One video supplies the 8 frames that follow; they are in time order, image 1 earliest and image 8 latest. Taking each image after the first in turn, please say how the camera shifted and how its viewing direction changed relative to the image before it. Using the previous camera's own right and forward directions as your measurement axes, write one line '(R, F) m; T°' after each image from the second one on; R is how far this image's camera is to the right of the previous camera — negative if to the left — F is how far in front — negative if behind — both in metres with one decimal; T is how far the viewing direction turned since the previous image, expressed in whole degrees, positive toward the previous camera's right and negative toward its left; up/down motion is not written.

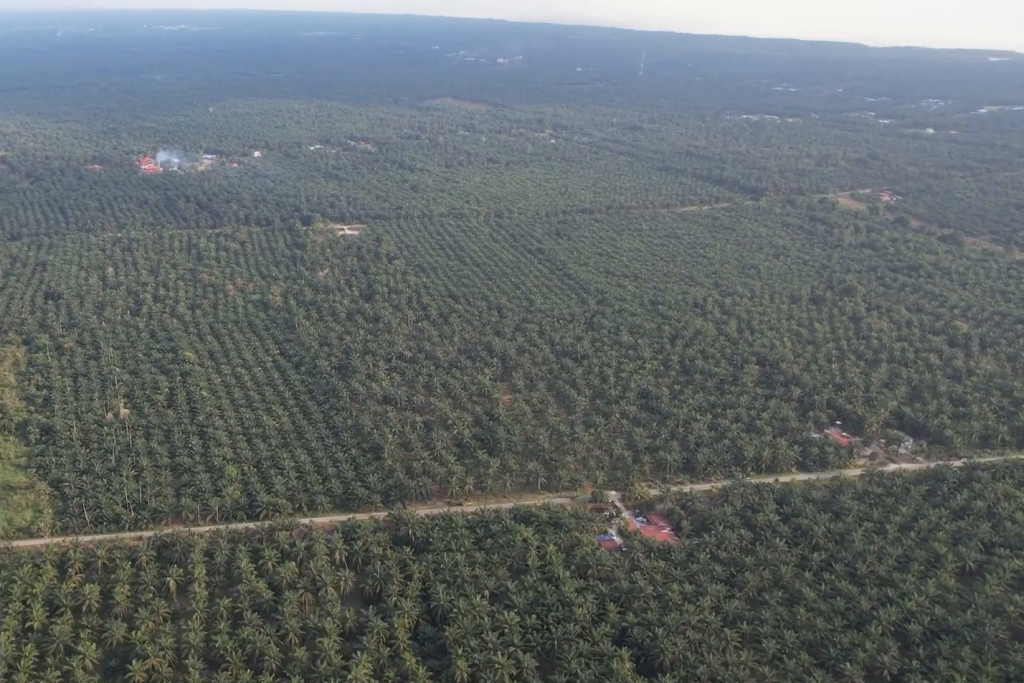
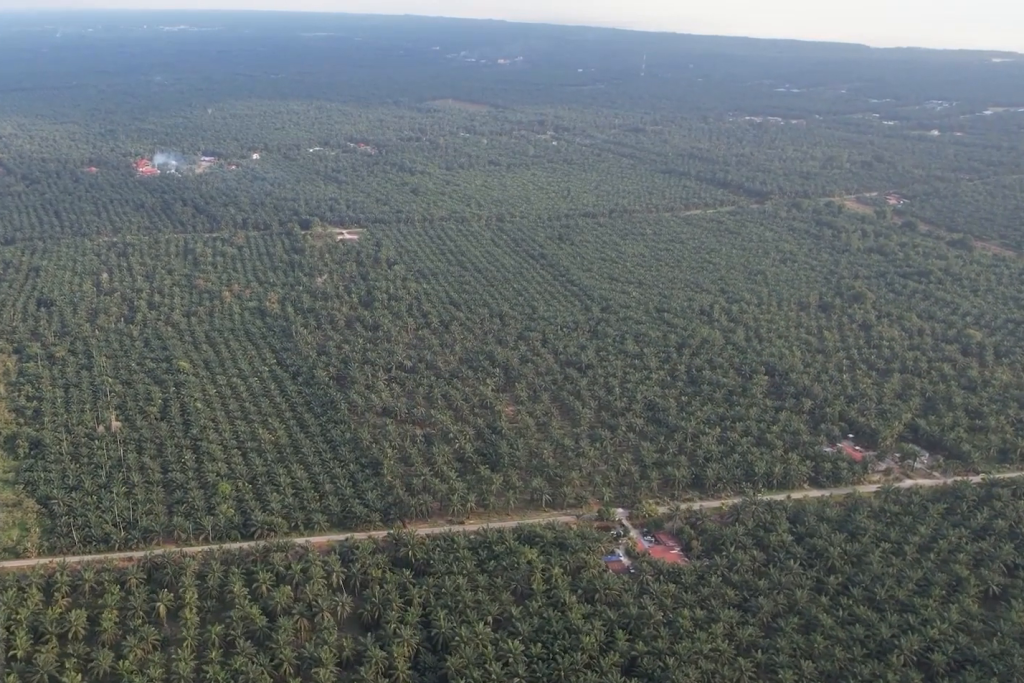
(0.0, +15.0) m; 0°
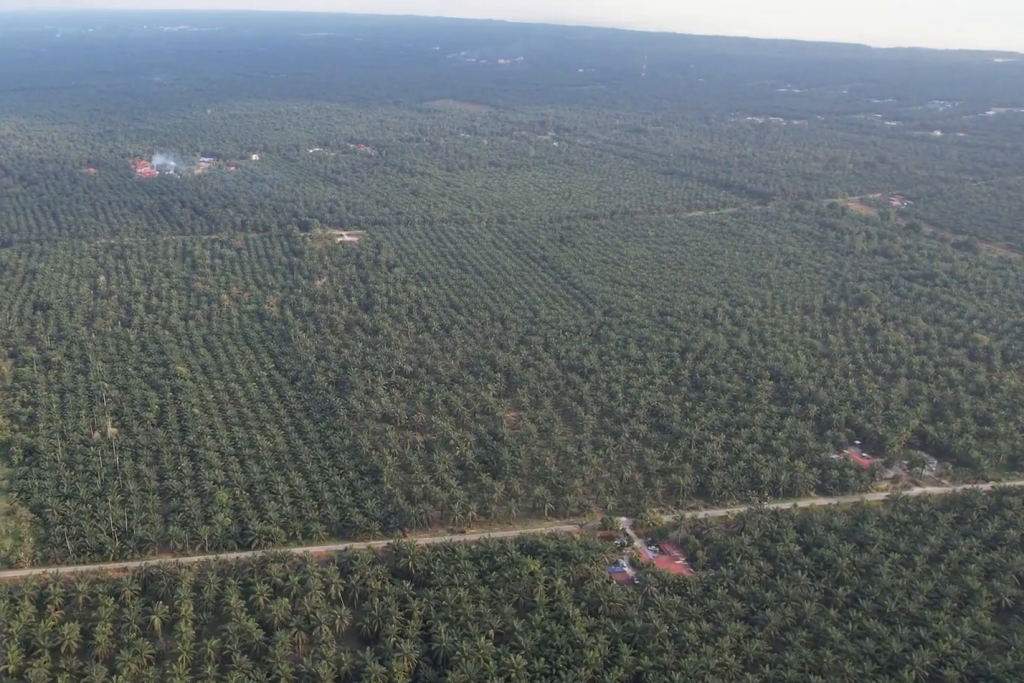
(0.0, +7.5) m; 0°
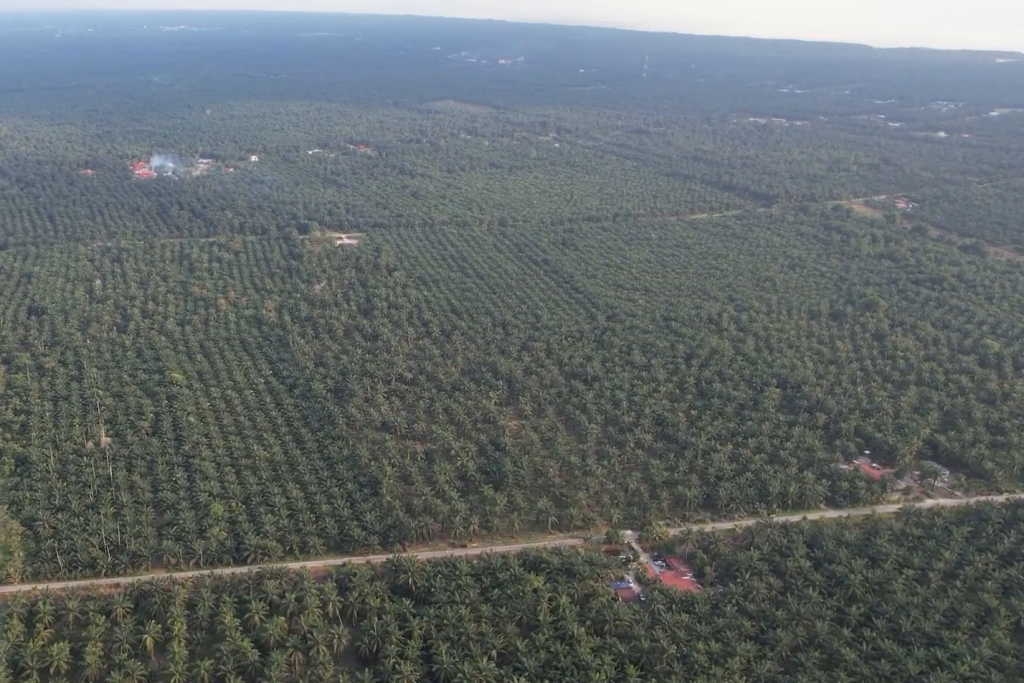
(0.0, +10.3) m; 0°
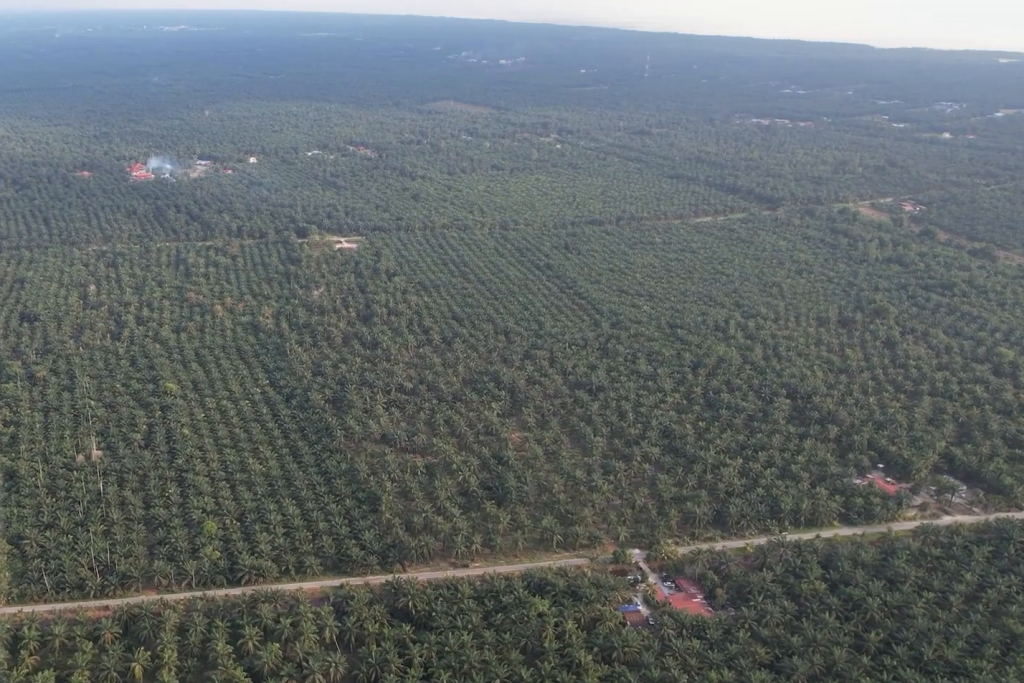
(0.0, +14.3) m; 0°
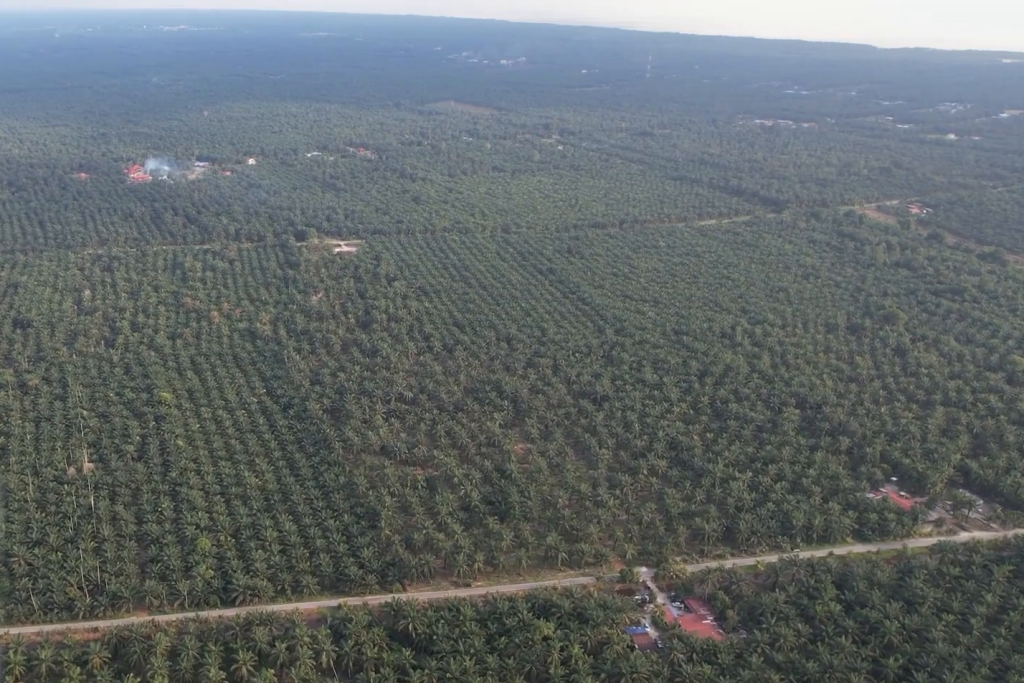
(0.0, +12.6) m; 0°
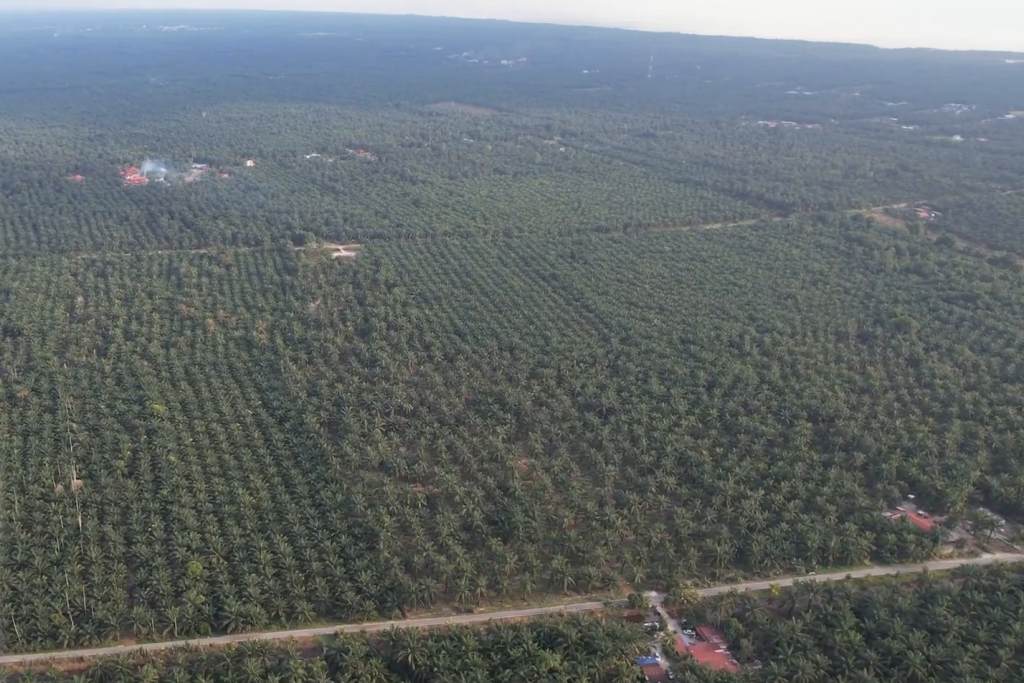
(0.0, +16.0) m; 0°
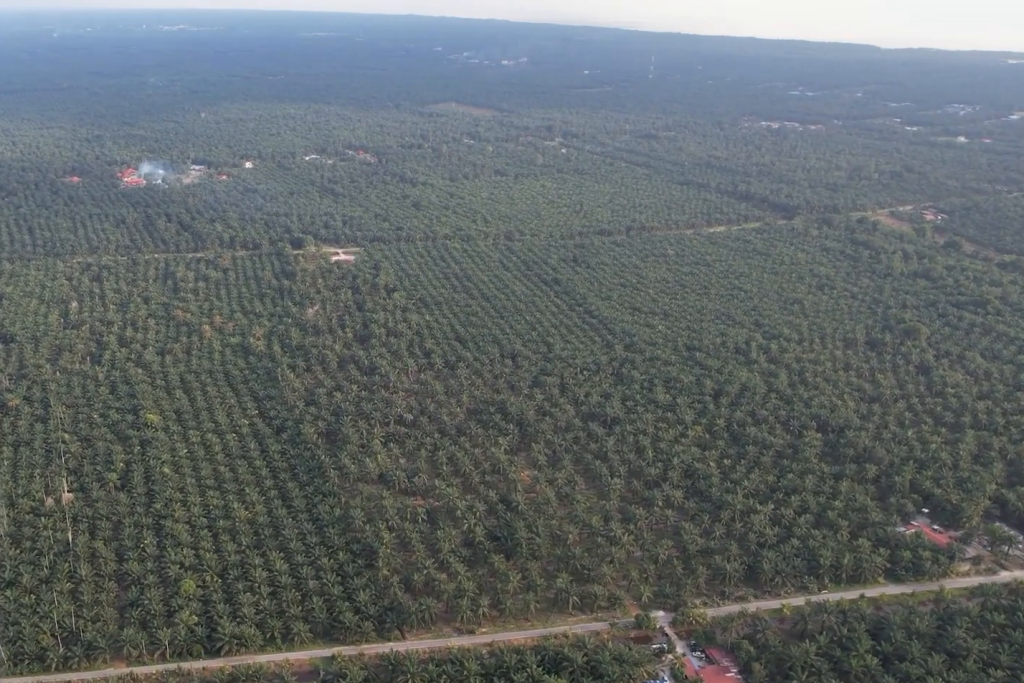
(0.0, +12.0) m; 0°
